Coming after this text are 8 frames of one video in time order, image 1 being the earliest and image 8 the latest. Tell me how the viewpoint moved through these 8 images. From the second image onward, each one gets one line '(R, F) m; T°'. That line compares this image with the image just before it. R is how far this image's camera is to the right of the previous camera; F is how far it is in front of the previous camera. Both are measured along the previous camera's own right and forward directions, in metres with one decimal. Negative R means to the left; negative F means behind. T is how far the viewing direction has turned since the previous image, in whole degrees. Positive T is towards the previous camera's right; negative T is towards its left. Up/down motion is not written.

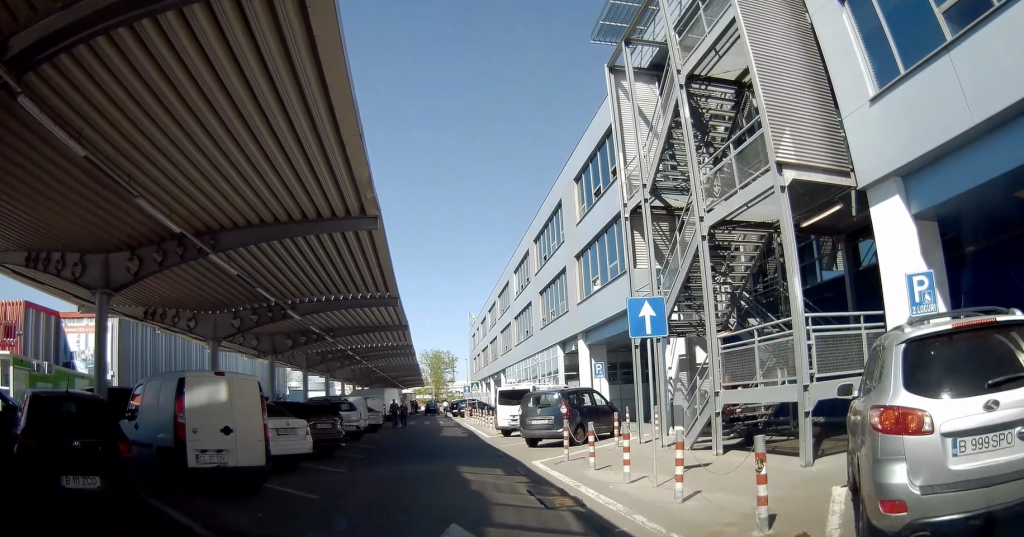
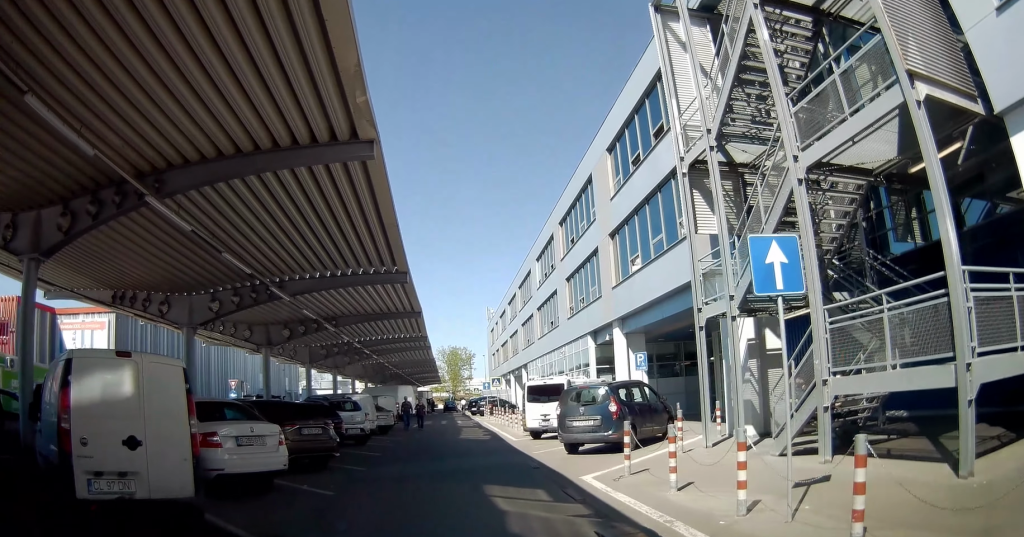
(-0.4, +3.0) m; -6°
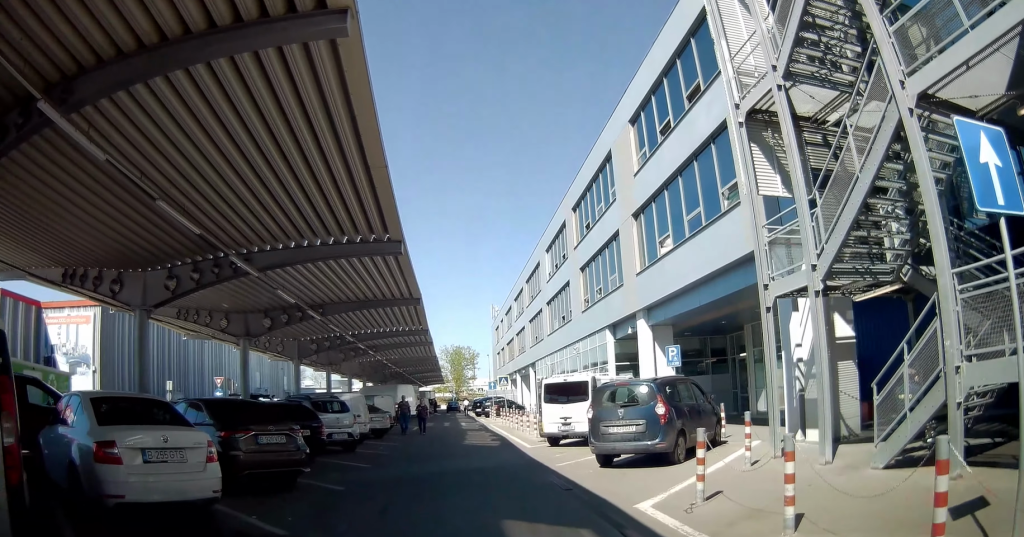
(+0.2, +2.5) m; 0°
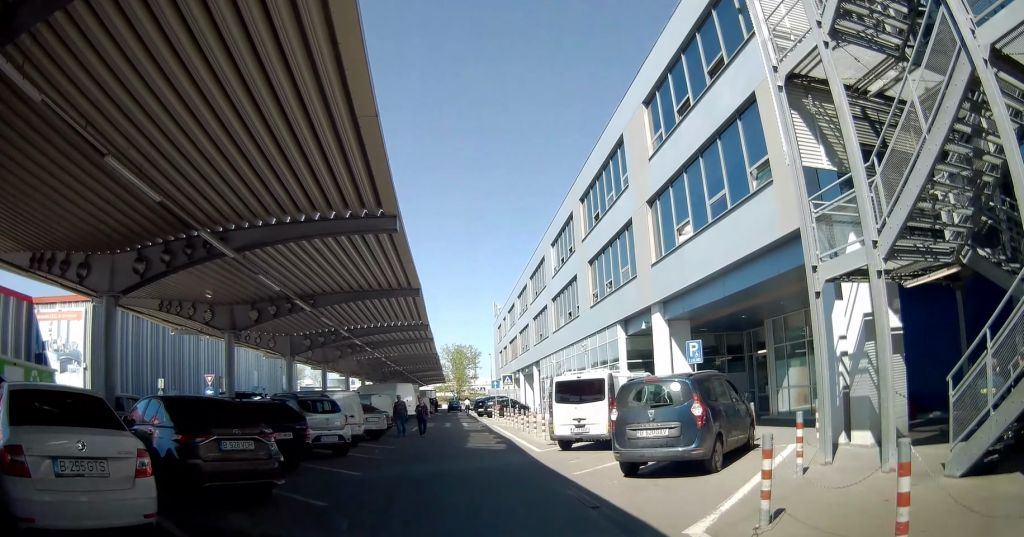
(-0.1, +1.4) m; -1°
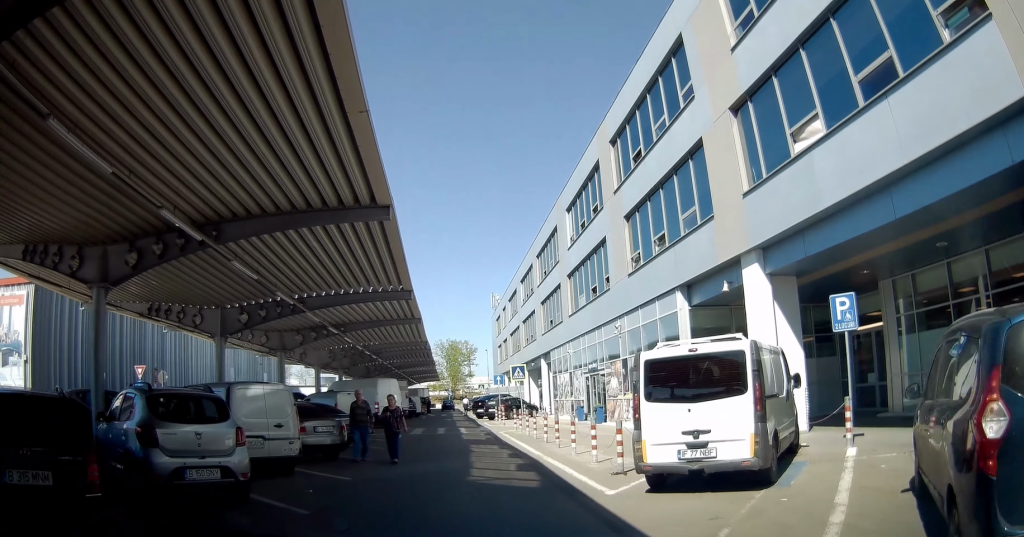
(-0.3, +7.1) m; -3°
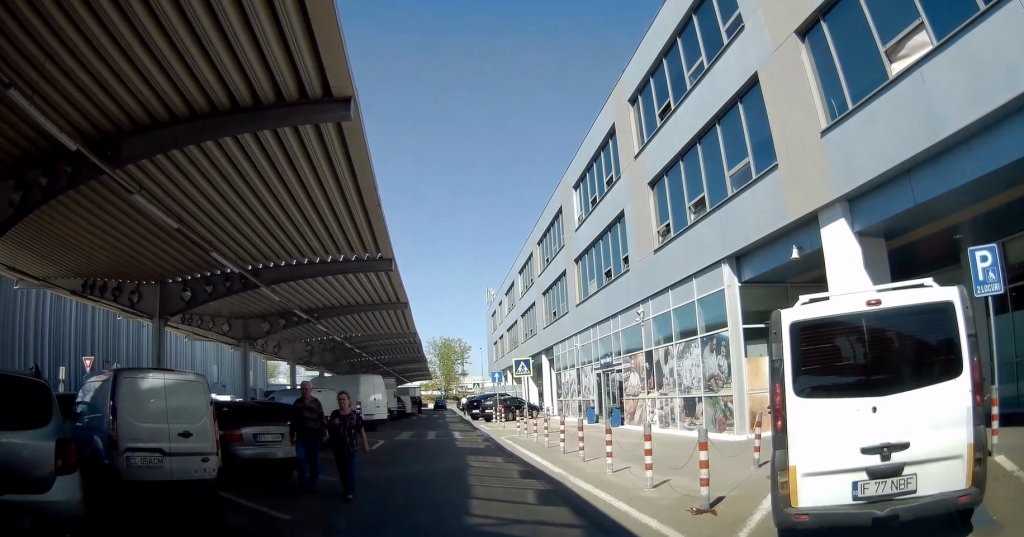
(+0.1, +4.0) m; +2°
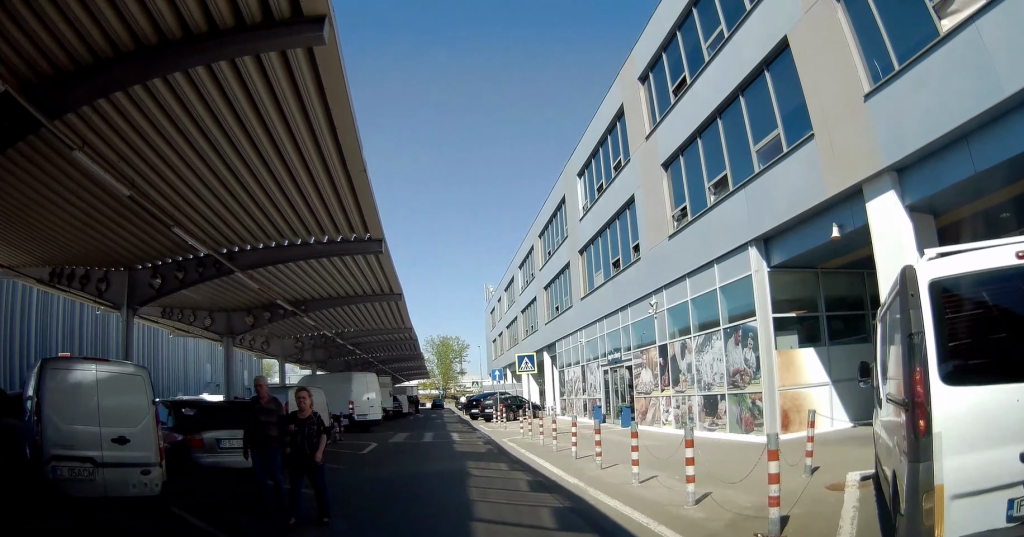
(0.0, +1.7) m; +1°
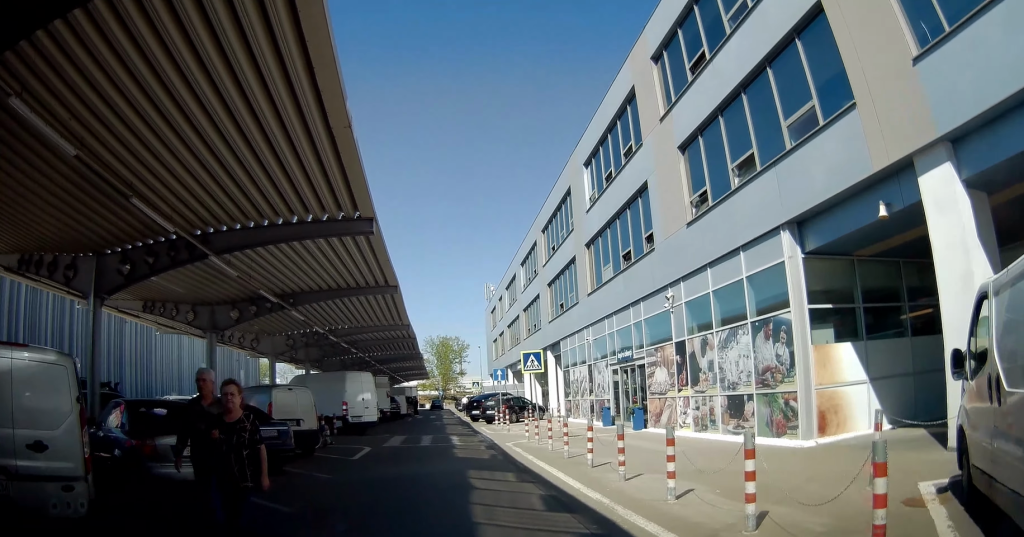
(0.0, +1.6) m; +1°
